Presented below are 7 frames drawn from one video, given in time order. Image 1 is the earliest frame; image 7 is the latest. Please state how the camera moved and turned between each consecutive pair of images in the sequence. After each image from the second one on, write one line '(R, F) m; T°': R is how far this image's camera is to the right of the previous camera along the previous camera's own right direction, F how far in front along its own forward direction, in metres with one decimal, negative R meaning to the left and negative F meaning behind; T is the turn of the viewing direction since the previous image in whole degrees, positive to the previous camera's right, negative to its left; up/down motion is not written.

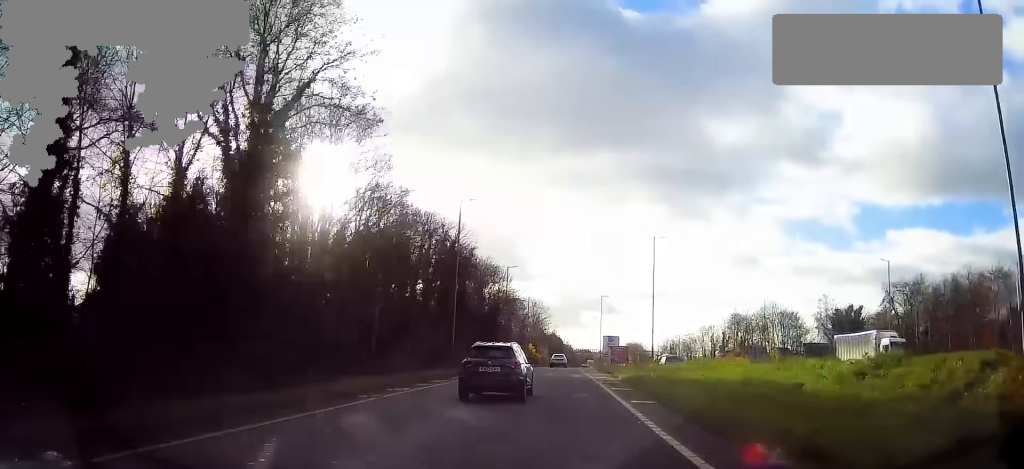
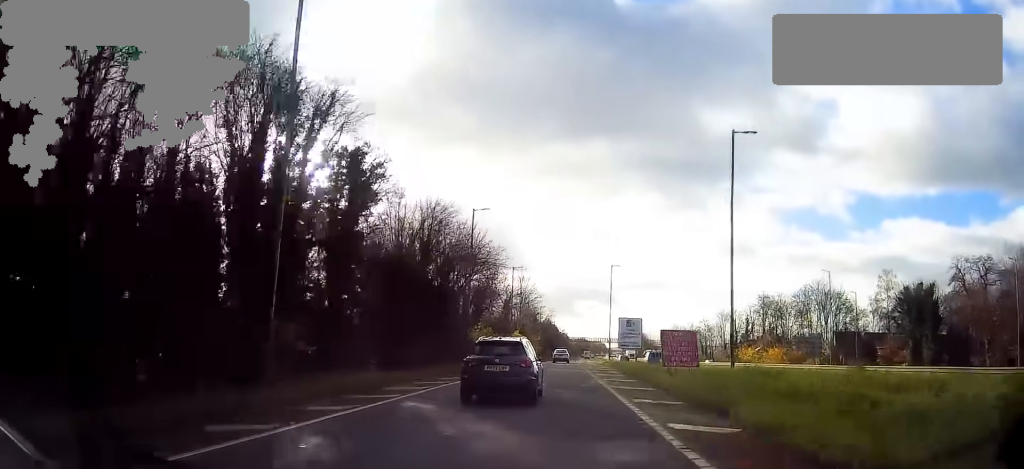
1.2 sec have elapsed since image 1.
(+0.6, +28.9) m; +1°
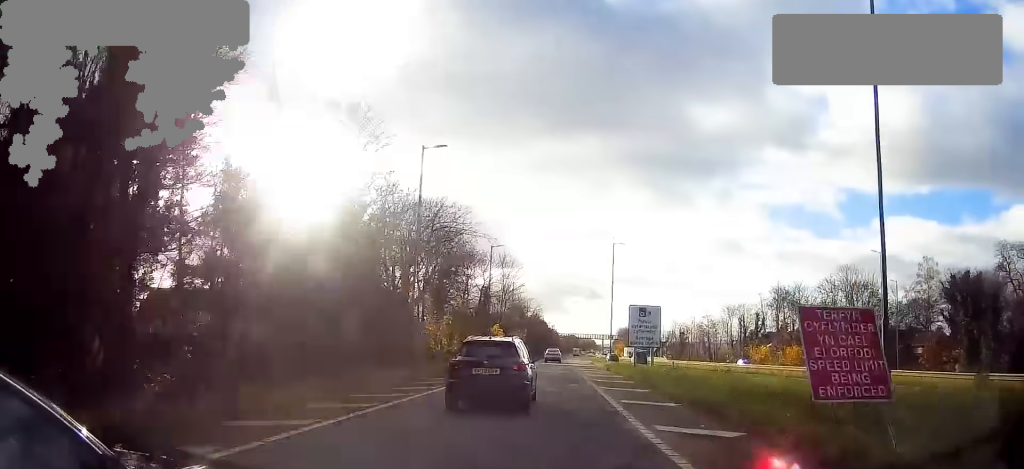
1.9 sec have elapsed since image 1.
(0.0, +16.3) m; -1°
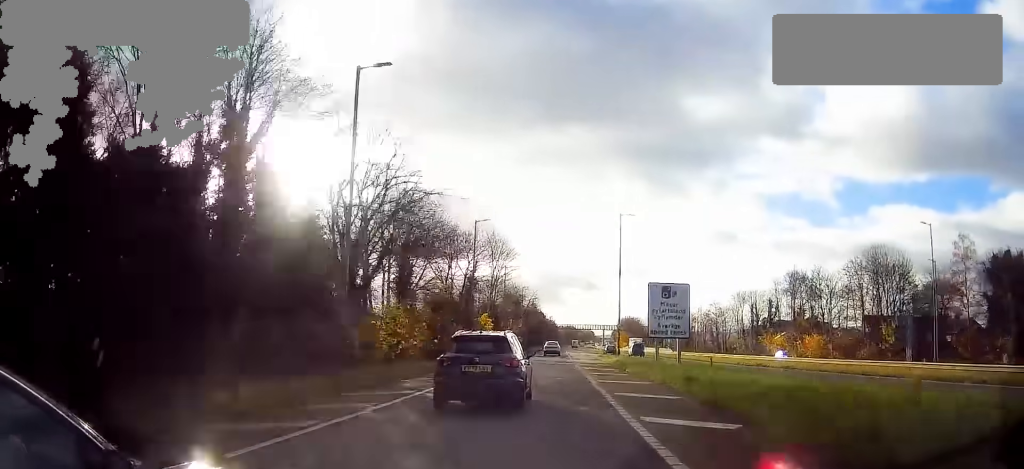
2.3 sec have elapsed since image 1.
(-0.1, +10.0) m; 0°
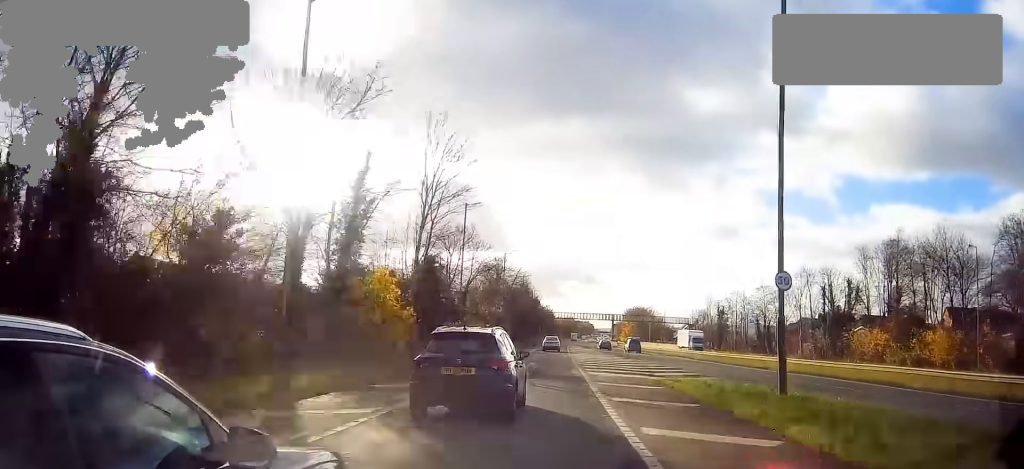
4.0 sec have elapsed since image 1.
(+0.6, +39.4) m; +1°
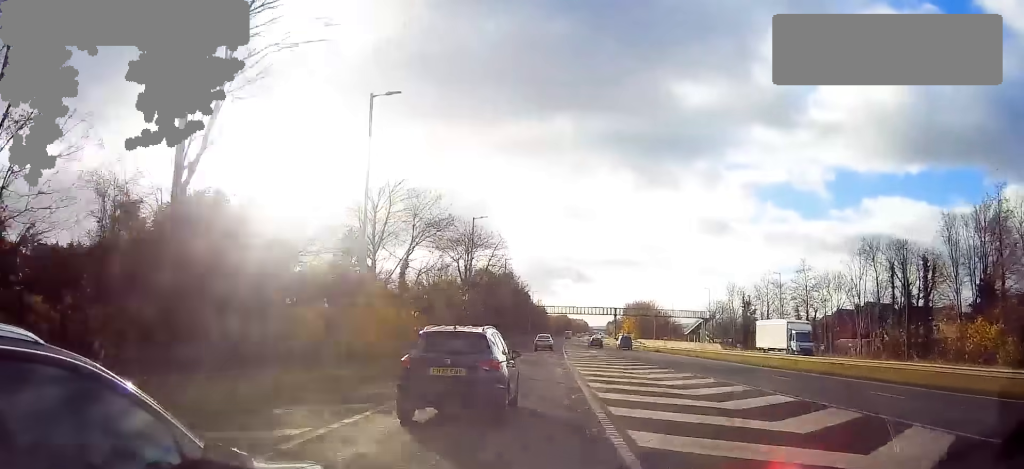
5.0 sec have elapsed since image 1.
(-0.4, +25.4) m; 0°
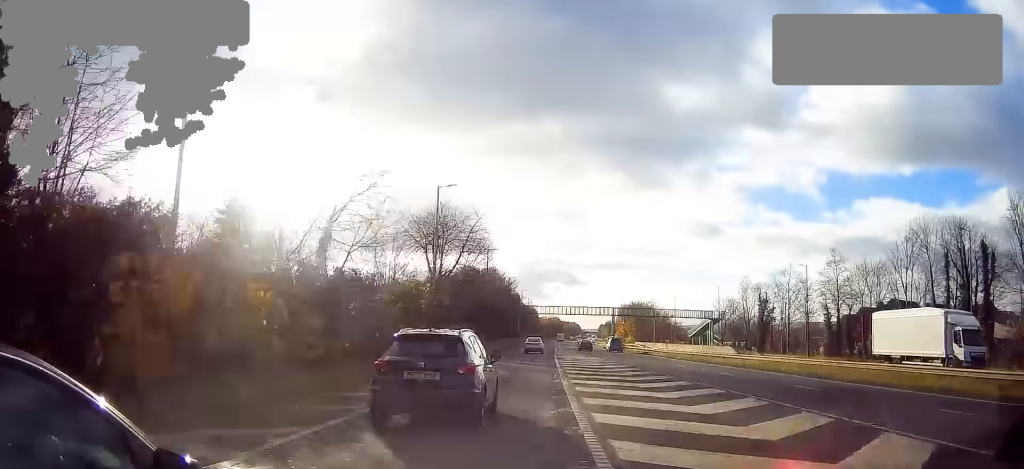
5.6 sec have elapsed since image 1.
(+0.3, +14.6) m; 0°
